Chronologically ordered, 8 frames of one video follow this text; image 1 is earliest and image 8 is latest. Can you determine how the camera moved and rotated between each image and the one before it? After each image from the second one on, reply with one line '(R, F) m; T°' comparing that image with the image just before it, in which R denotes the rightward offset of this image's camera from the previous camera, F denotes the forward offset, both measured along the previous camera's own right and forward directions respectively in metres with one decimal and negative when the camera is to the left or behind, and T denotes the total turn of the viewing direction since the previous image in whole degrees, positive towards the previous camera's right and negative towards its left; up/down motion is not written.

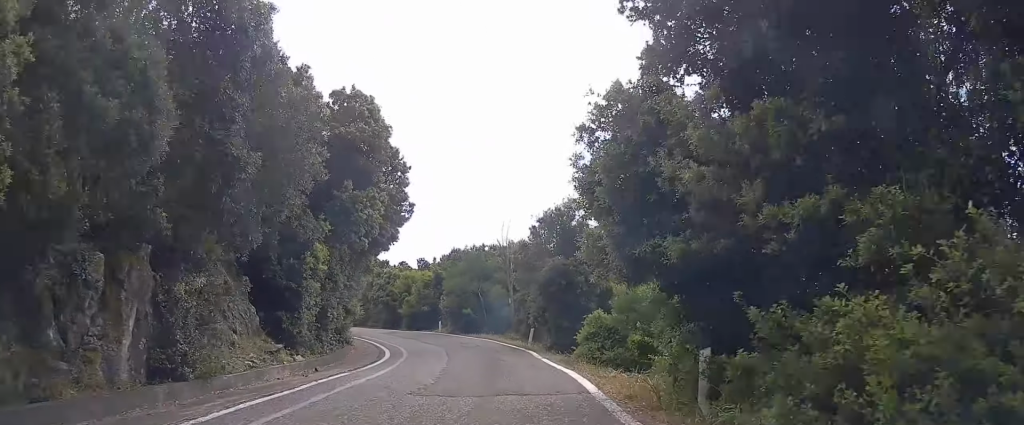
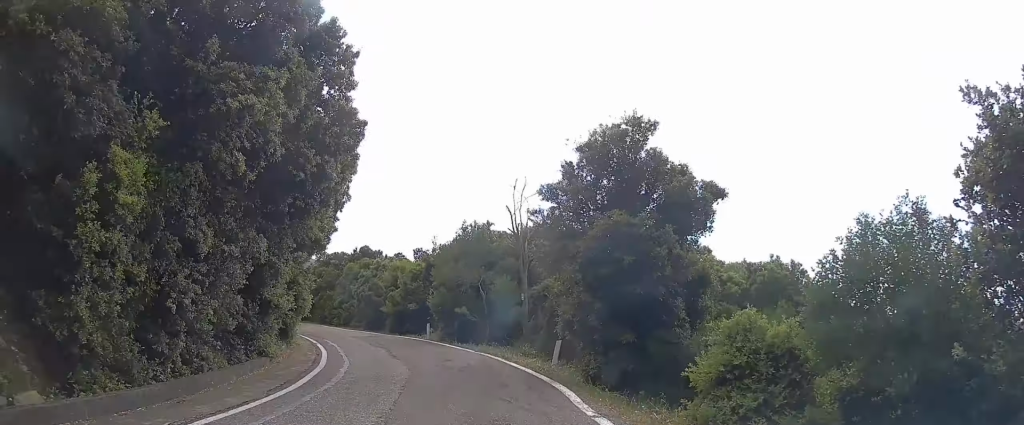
(0.0, +10.2) m; -2°
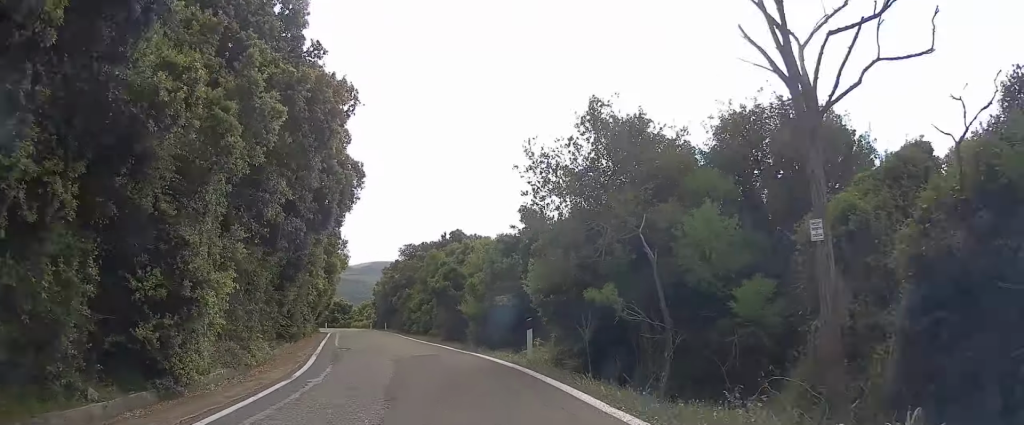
(-0.8, +15.2) m; -9°
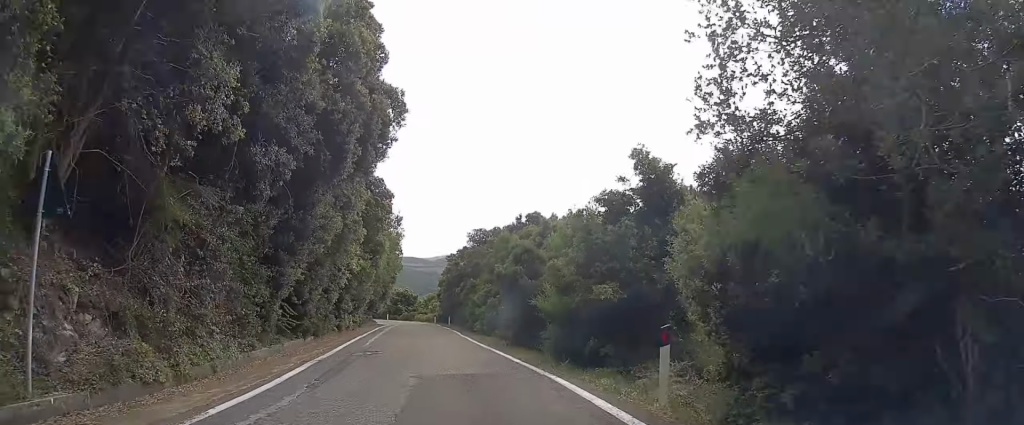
(-0.2, +7.0) m; -5°
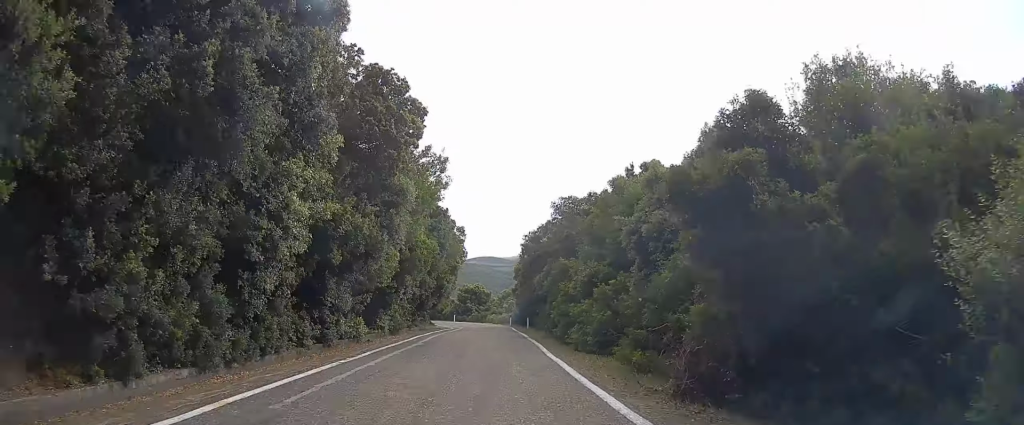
(-1.0, +13.6) m; -4°
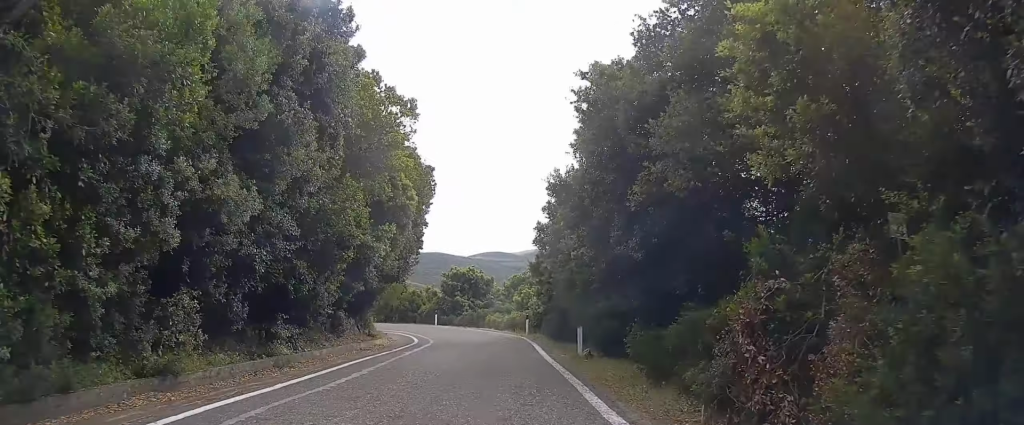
(-0.7, +26.6) m; -3°
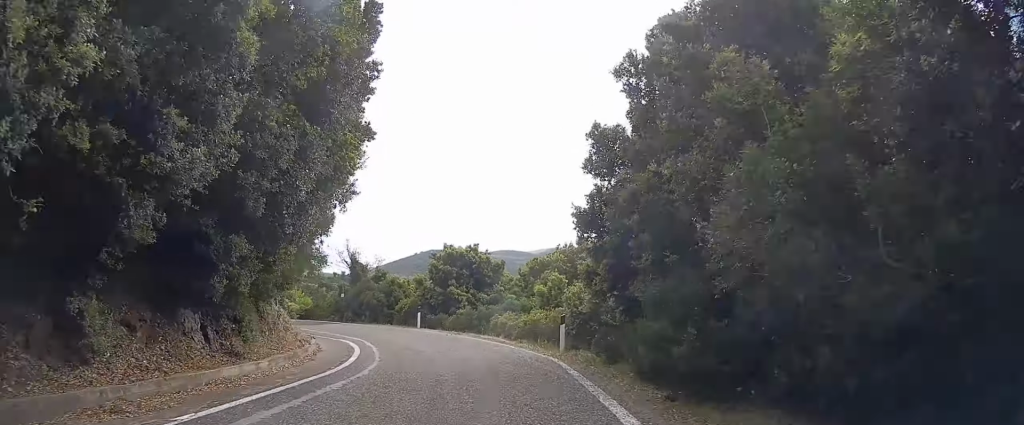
(-0.2, +14.7) m; -3°
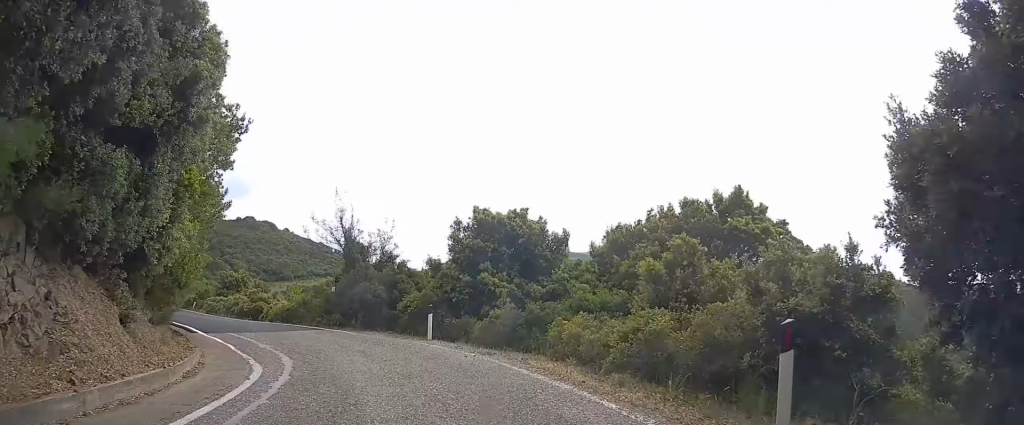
(-0.5, +12.4) m; -8°
